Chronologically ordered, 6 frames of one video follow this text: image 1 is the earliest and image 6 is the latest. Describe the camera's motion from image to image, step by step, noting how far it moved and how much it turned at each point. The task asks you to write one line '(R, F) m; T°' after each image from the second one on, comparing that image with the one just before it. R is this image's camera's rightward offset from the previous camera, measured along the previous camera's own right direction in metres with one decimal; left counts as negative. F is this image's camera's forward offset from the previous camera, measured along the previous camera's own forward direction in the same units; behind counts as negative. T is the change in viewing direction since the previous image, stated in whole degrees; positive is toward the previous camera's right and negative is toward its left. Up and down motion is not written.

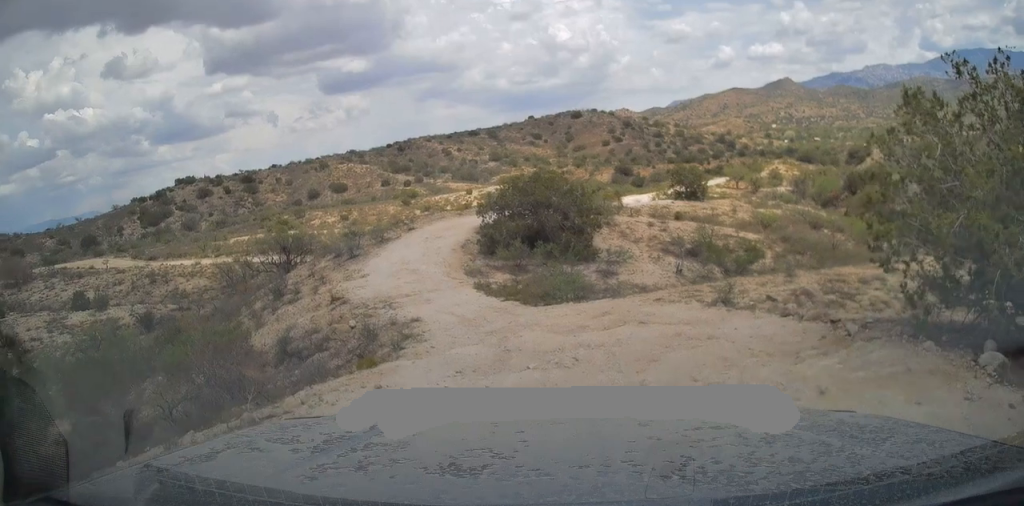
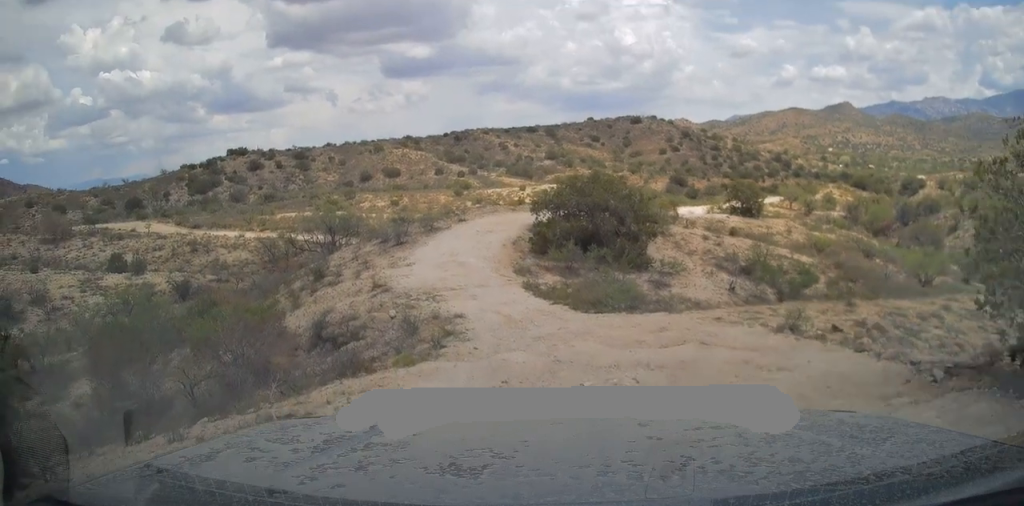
(-0.2, +0.9) m; 0°
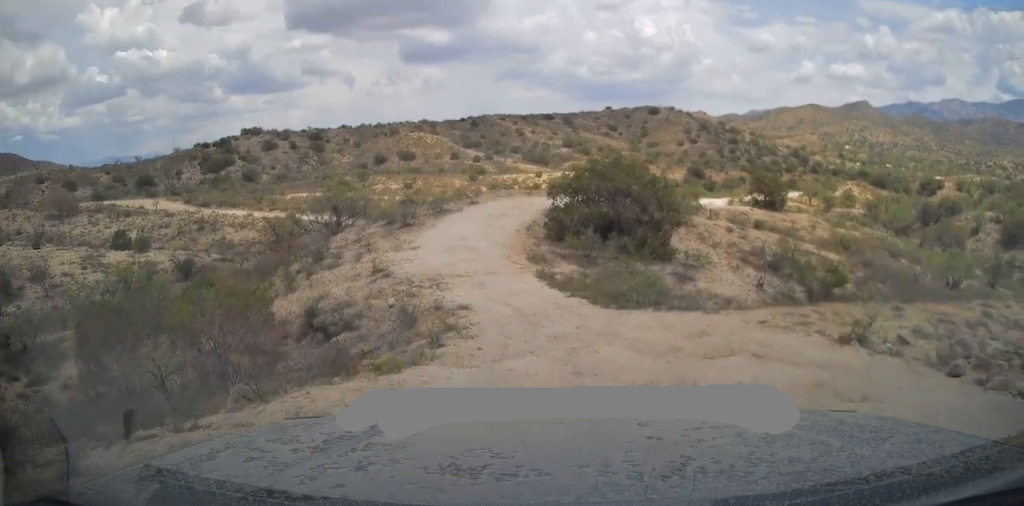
(-0.6, +2.0) m; 0°
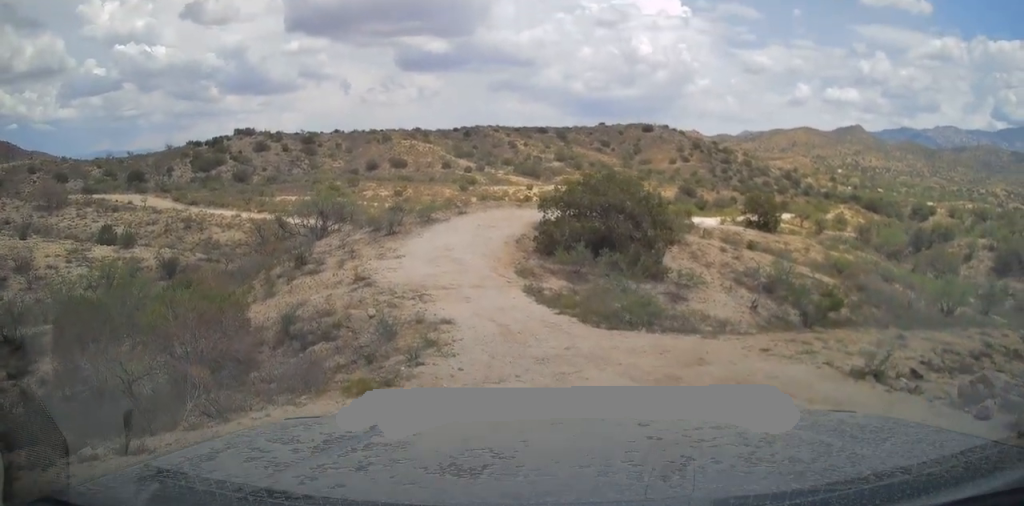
(+0.1, +1.0) m; 0°
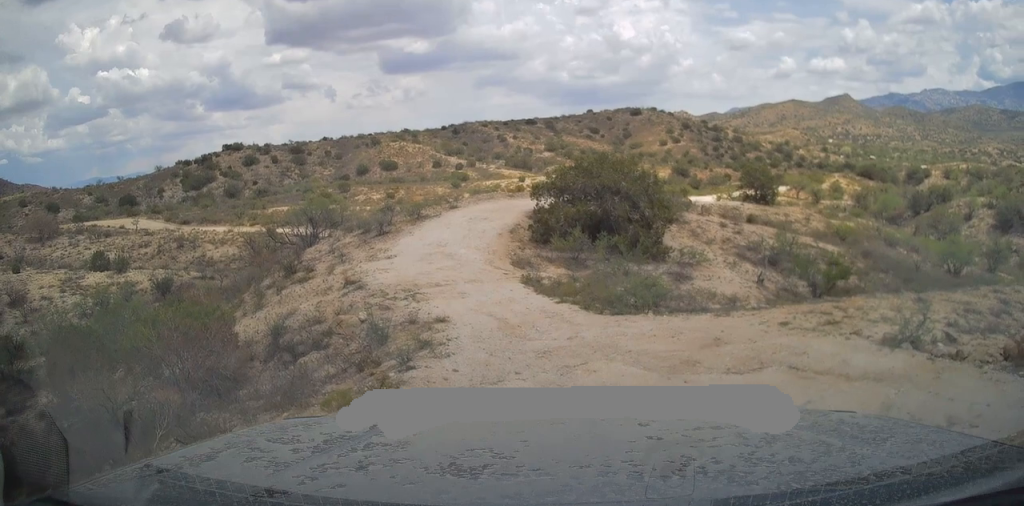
(+0.3, +0.9) m; 0°
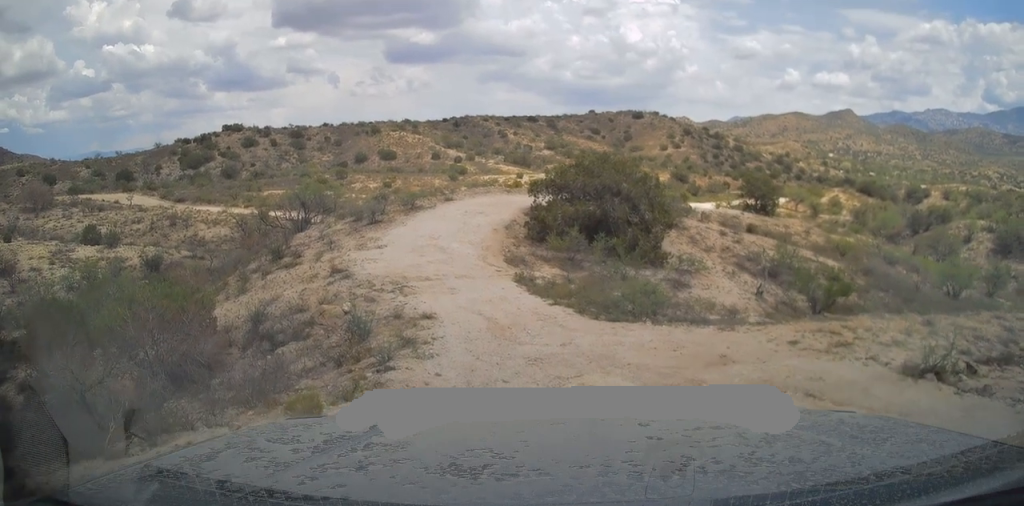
(-0.3, +0.9) m; 0°
